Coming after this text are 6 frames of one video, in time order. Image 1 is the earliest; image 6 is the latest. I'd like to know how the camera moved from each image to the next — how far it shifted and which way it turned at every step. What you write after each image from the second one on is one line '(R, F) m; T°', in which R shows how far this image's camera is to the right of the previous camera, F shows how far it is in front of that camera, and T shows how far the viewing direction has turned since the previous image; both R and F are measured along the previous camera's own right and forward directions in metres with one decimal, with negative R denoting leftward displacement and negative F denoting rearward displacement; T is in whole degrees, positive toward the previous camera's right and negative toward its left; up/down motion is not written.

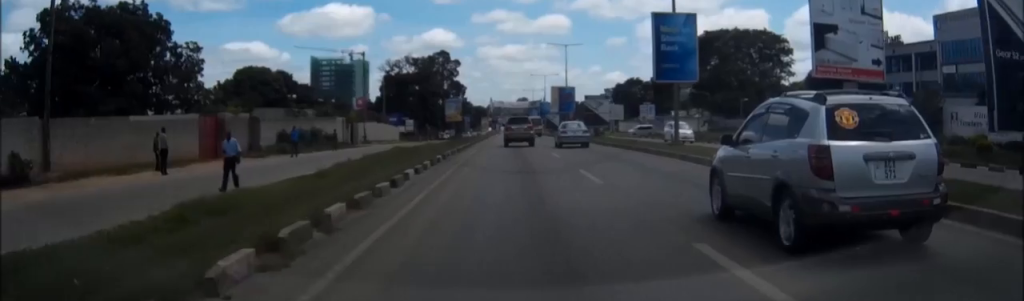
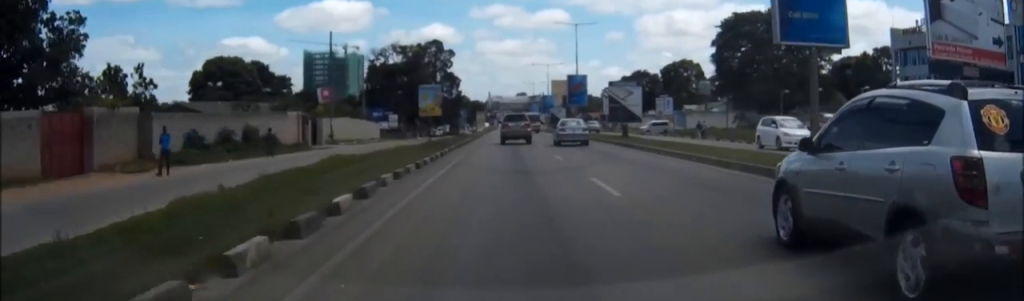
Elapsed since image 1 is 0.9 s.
(-0.1, +15.3) m; 0°
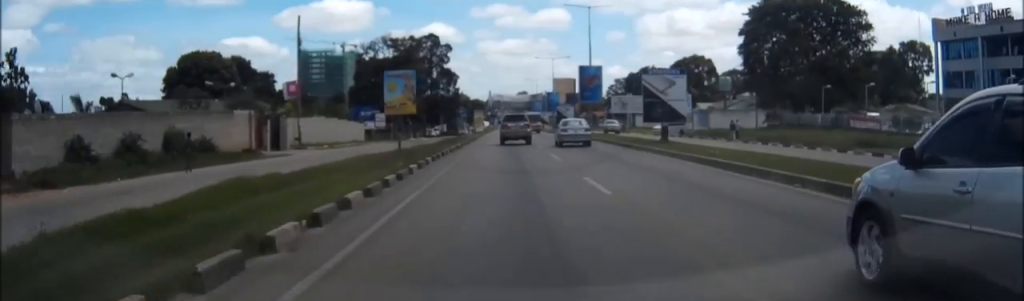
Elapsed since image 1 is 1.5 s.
(0.0, +11.2) m; 0°
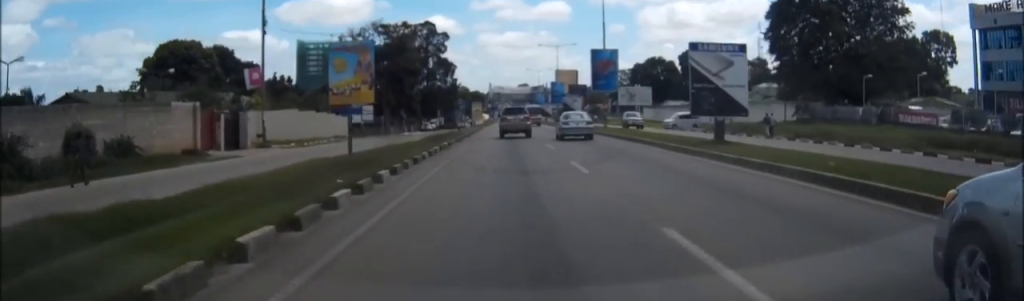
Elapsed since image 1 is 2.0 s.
(0.0, +8.9) m; 0°
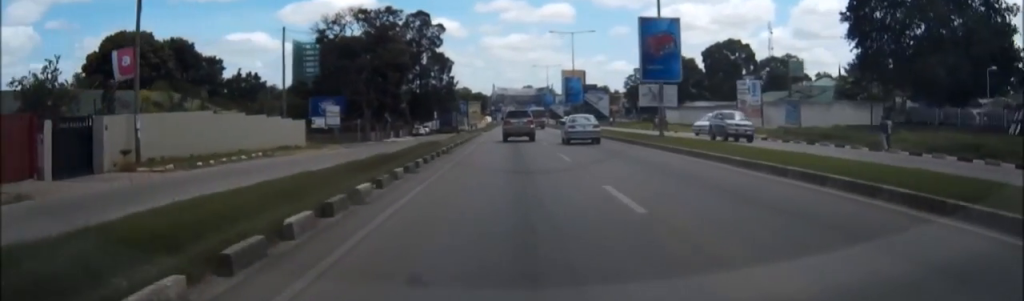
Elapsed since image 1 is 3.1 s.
(-0.1, +18.9) m; -1°
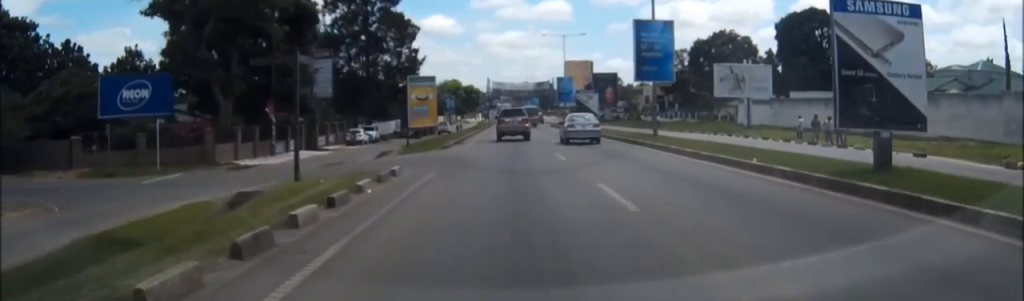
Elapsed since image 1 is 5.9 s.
(-0.2, +48.4) m; 0°
